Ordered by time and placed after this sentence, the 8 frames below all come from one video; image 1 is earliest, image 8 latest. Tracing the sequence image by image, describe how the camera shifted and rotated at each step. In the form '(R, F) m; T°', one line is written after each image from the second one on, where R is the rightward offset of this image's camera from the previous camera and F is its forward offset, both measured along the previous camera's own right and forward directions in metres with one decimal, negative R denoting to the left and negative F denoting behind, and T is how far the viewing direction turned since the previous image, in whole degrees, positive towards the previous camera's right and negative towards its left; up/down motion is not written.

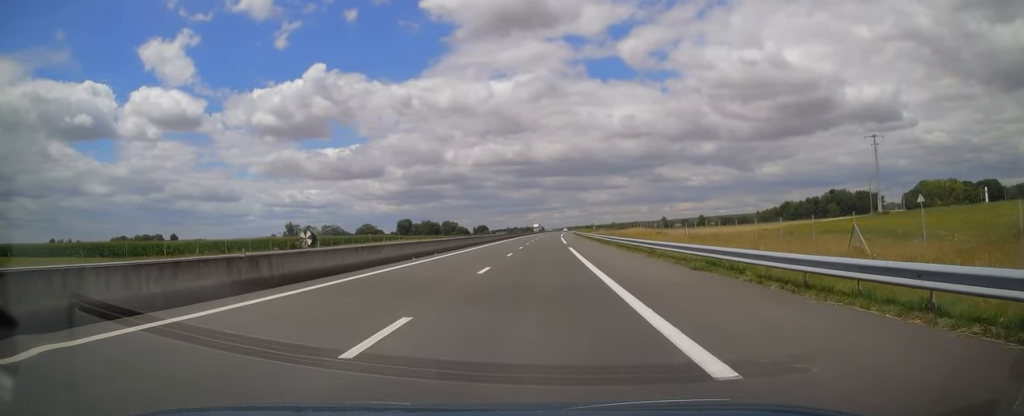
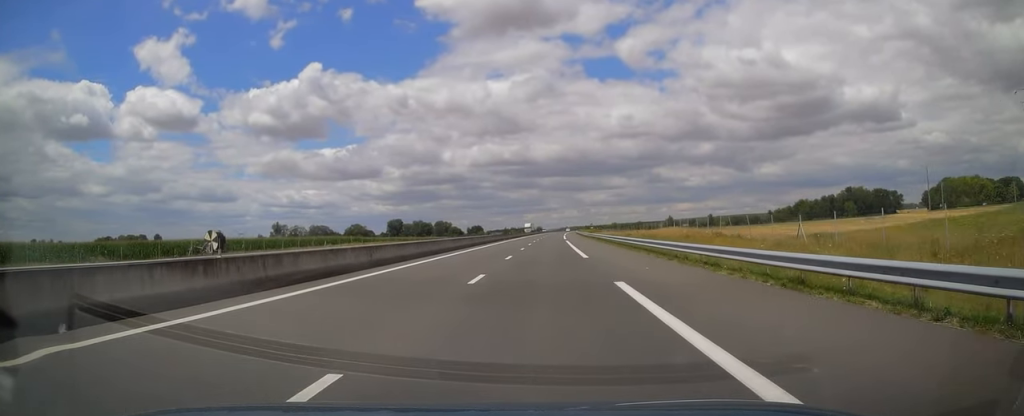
(-0.3, +29.2) m; 0°
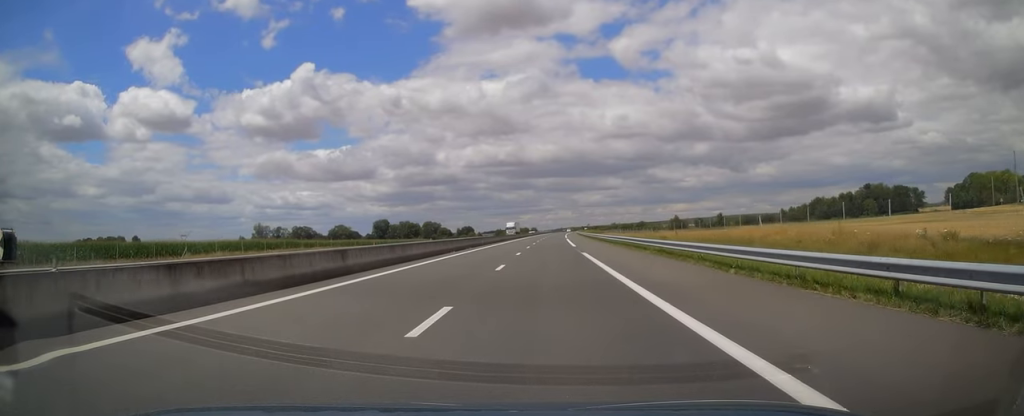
(+0.3, +33.1) m; 0°
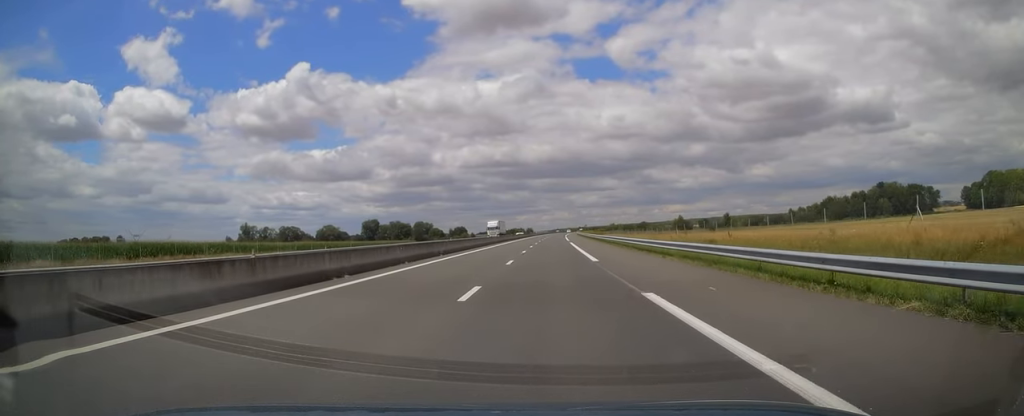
(-0.3, +21.4) m; 0°
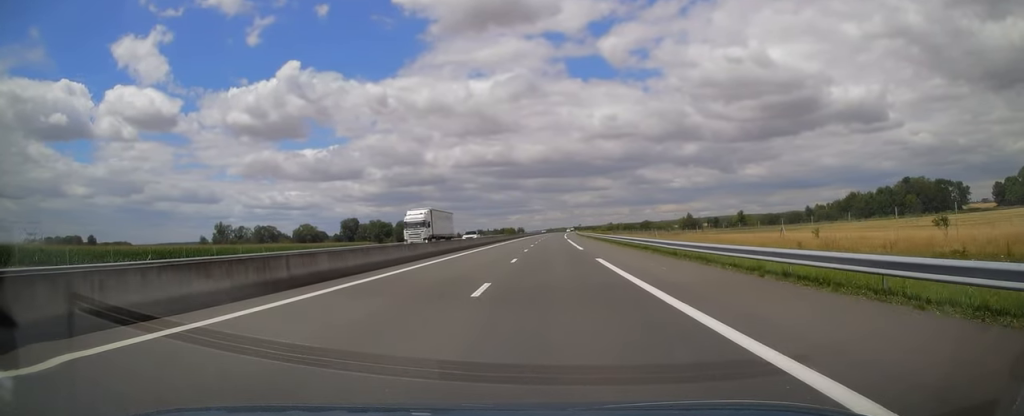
(+0.7, +37.5) m; +2°
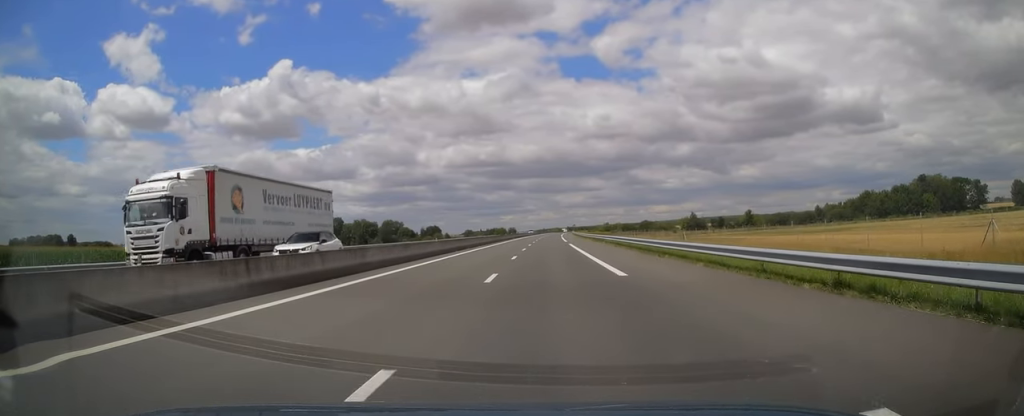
(+0.3, +22.4) m; 0°
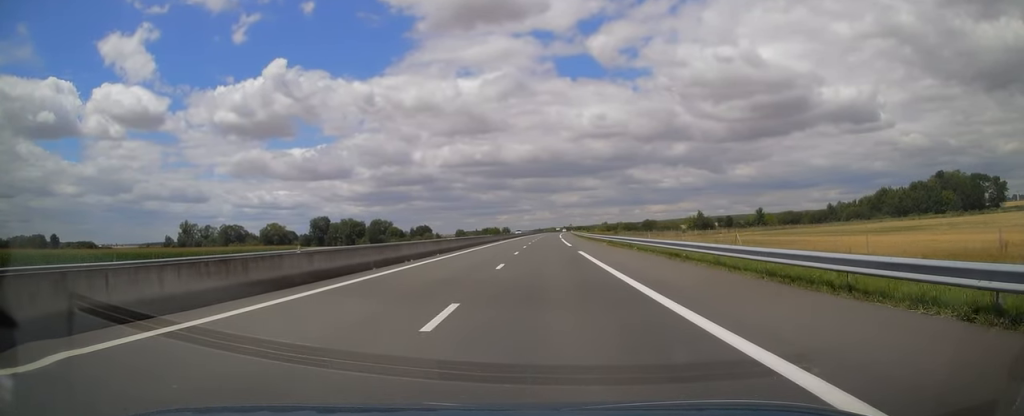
(-0.2, +20.5) m; 0°
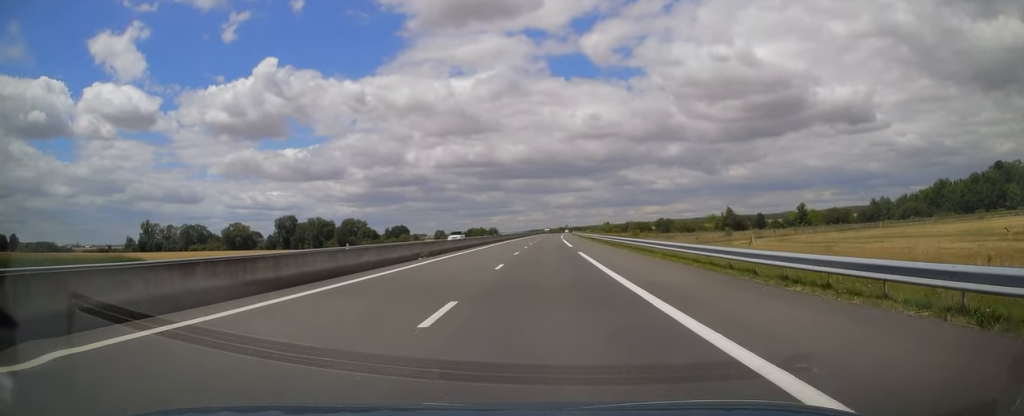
(+0.5, +51.2) m; +1°
